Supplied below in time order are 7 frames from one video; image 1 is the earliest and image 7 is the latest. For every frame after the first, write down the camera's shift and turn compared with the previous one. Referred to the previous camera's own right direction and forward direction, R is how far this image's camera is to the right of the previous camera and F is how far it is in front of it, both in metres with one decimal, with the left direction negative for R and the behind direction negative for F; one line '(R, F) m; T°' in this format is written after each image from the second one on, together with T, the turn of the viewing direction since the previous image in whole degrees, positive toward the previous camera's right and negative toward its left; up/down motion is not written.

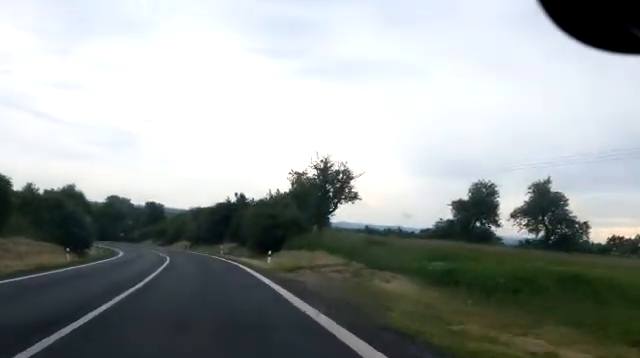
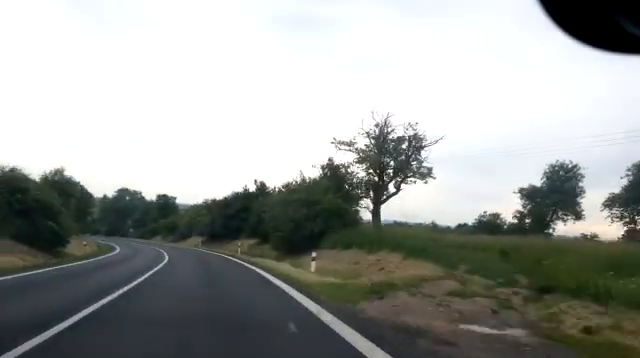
(+0.1, +10.1) m; -2°
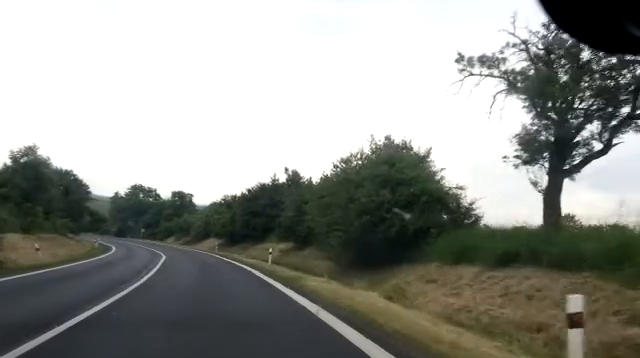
(-0.5, +12.7) m; -3°
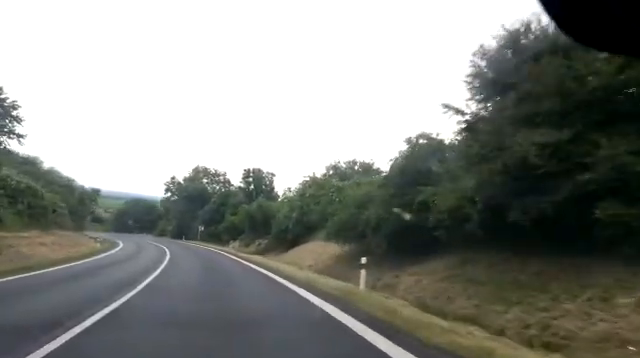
(-2.9, +35.1) m; -9°
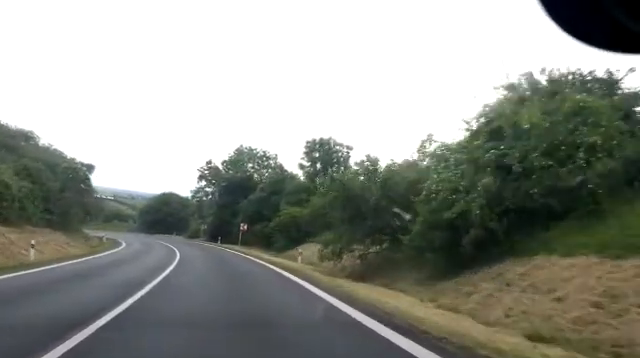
(-0.6, +20.5) m; -3°
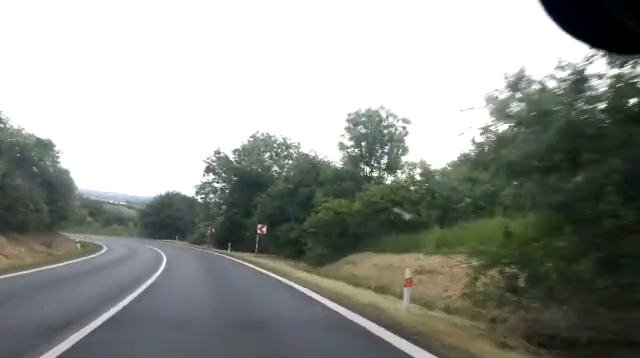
(-0.2, +11.4) m; -3°
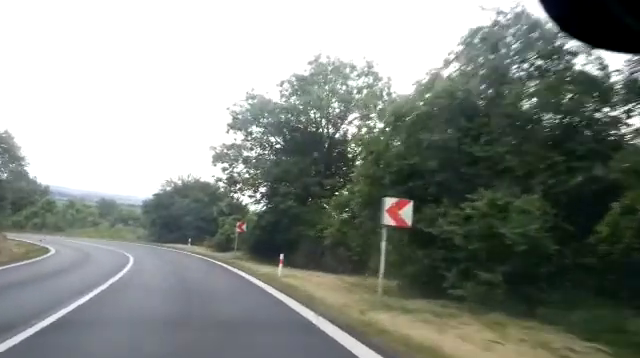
(-1.3, +22.3) m; -9°
